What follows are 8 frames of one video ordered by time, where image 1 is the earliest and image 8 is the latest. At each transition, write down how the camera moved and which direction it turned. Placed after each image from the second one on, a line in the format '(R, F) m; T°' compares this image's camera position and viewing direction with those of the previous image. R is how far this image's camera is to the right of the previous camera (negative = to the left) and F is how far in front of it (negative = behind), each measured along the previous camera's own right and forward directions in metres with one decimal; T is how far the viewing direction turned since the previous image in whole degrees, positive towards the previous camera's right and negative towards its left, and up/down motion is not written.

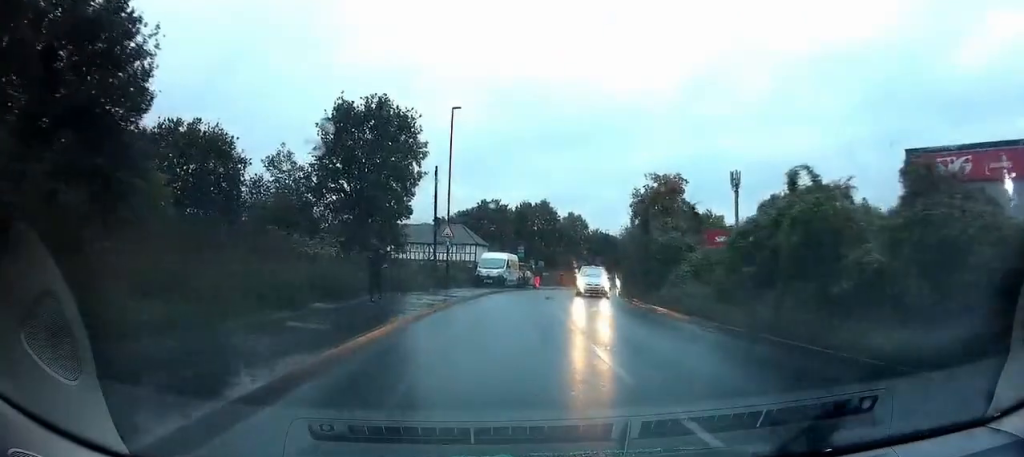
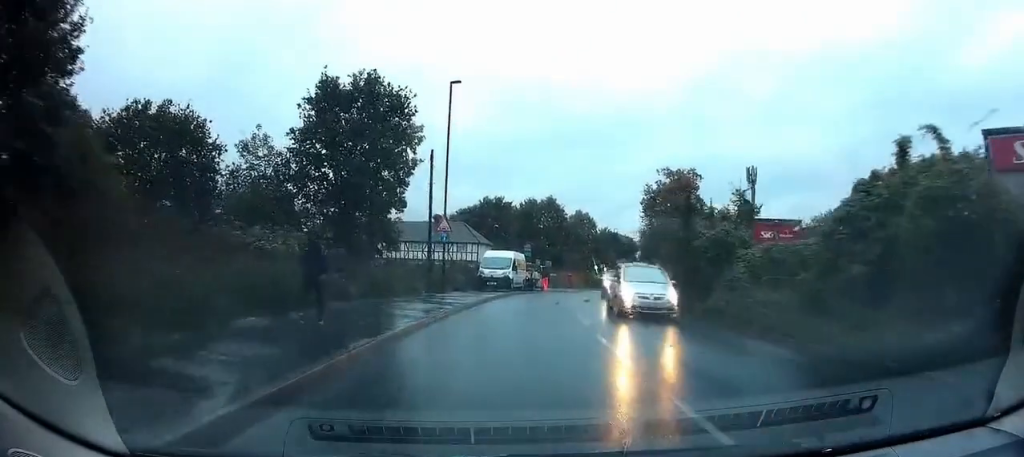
(0.0, +5.1) m; 0°
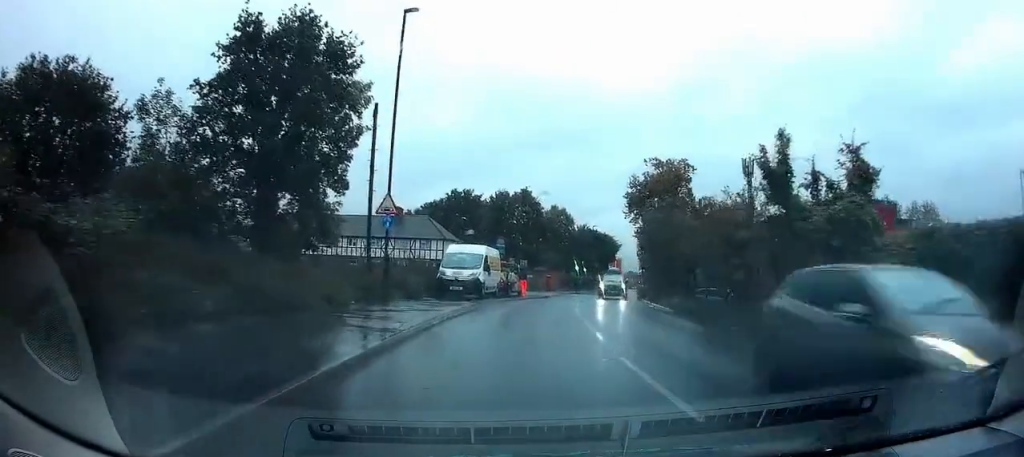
(-0.3, +8.9) m; 0°
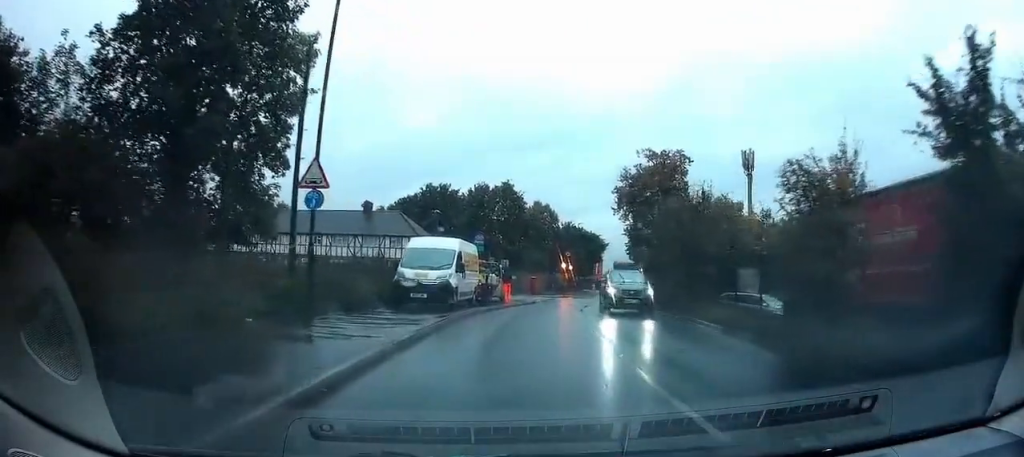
(+0.3, +6.0) m; +4°
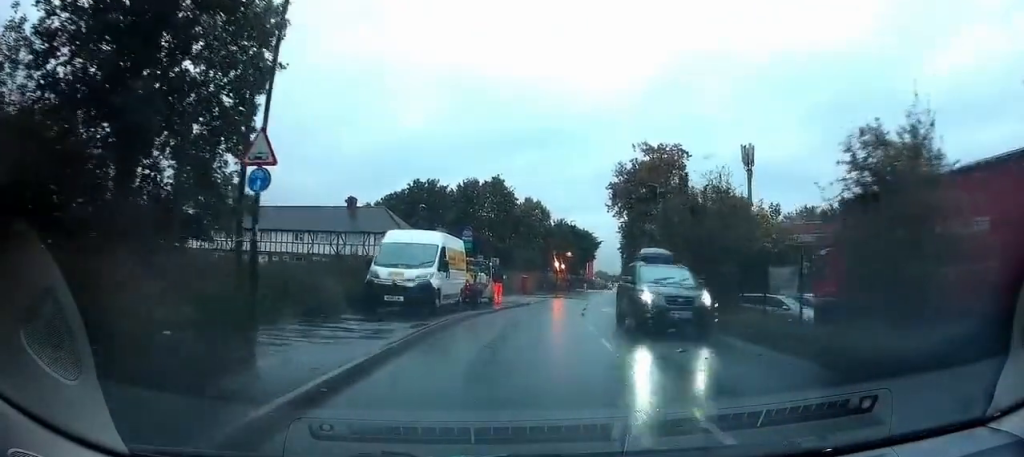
(+0.1, +2.6) m; +1°
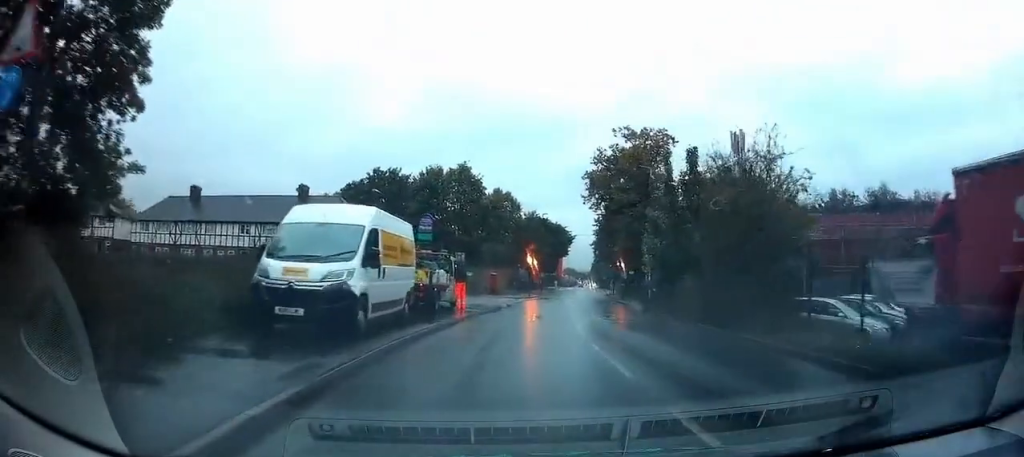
(0.0, +5.7) m; +2°
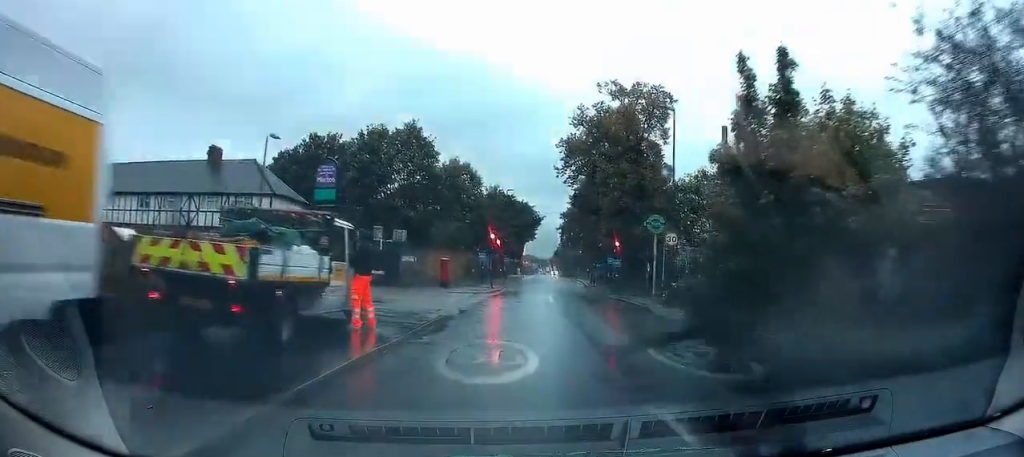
(+0.4, +10.8) m; +1°
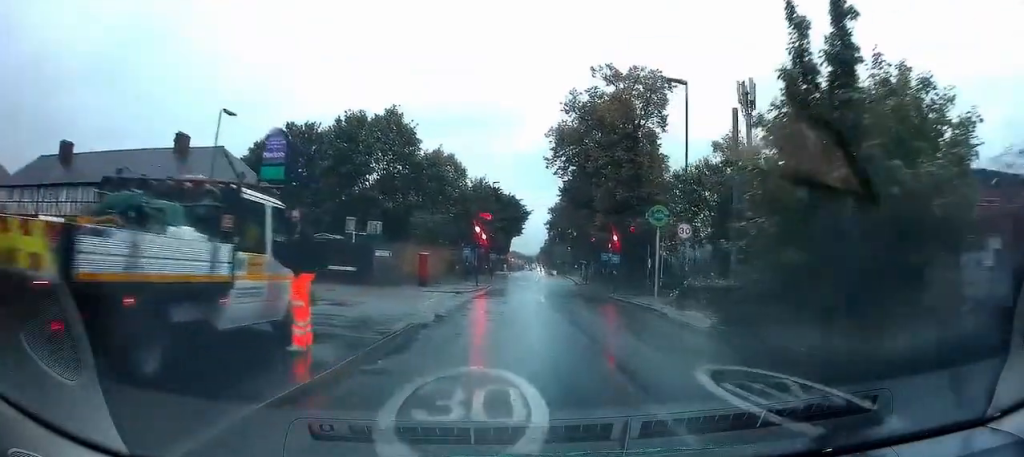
(0.0, +3.0) m; -1°
